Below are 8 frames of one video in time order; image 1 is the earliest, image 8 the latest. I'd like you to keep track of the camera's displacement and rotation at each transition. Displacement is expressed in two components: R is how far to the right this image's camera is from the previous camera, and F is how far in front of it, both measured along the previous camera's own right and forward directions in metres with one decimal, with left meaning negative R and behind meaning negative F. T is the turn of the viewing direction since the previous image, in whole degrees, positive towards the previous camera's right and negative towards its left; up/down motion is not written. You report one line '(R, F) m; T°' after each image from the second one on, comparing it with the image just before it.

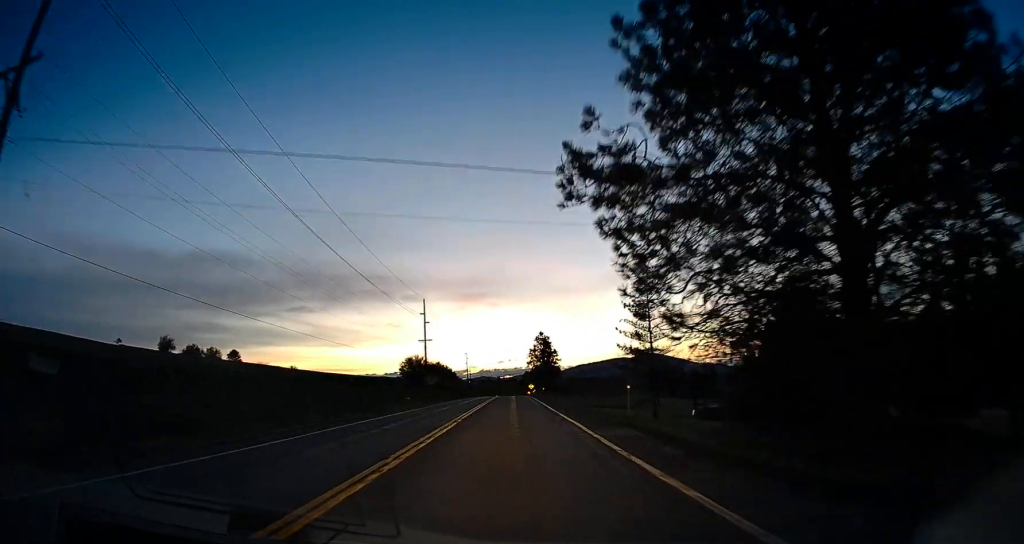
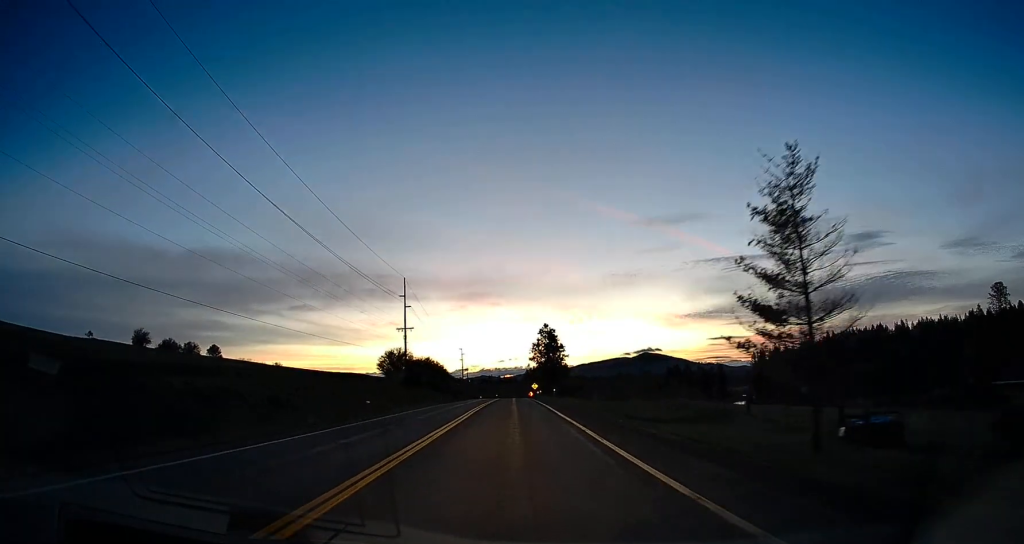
(+0.1, +23.1) m; 0°
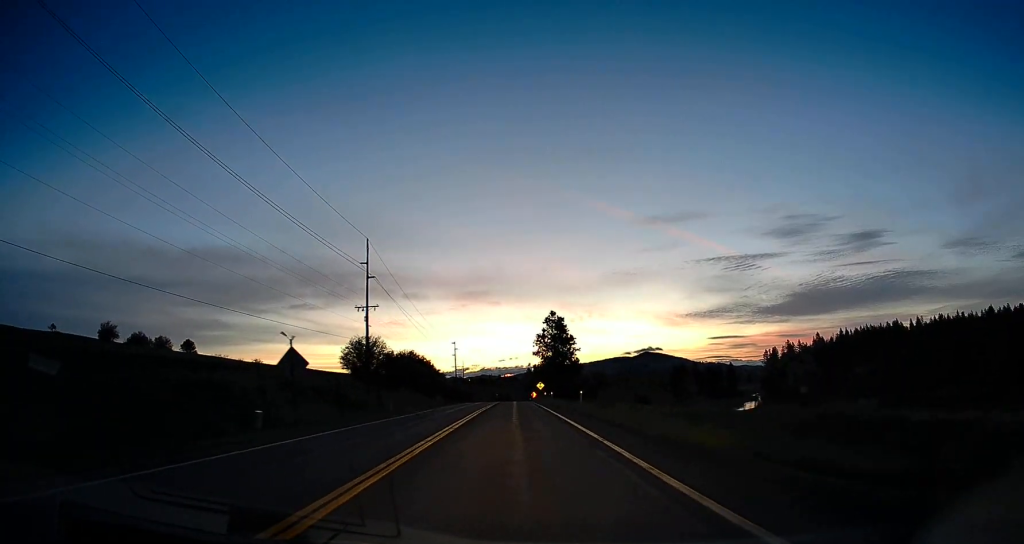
(+0.4, +26.2) m; 0°
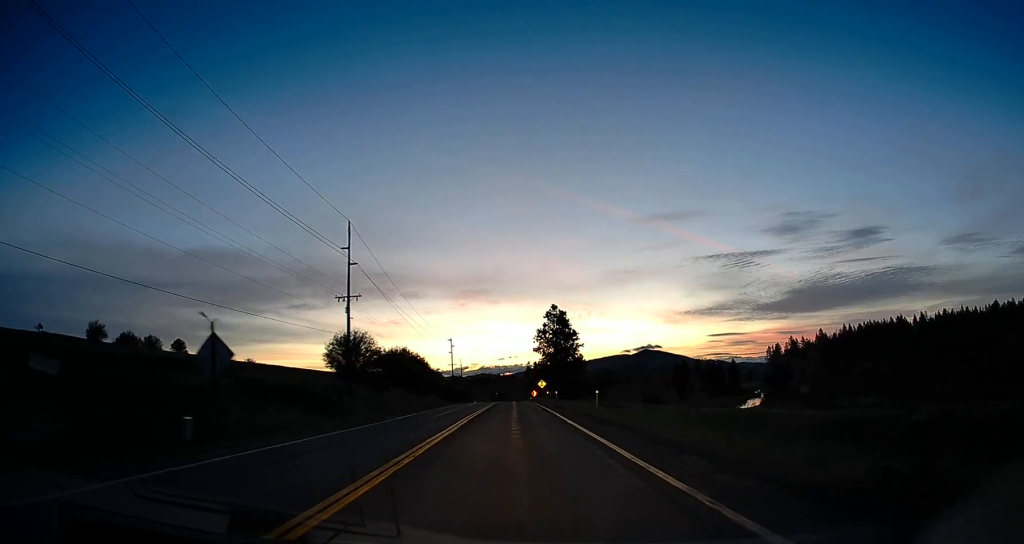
(-0.2, +7.9) m; -1°
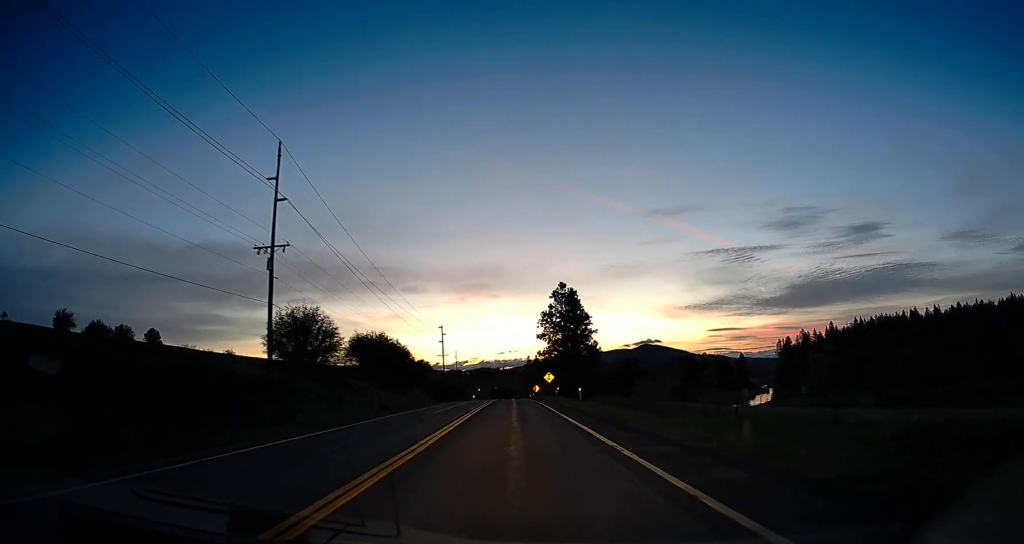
(-0.6, +21.3) m; 0°
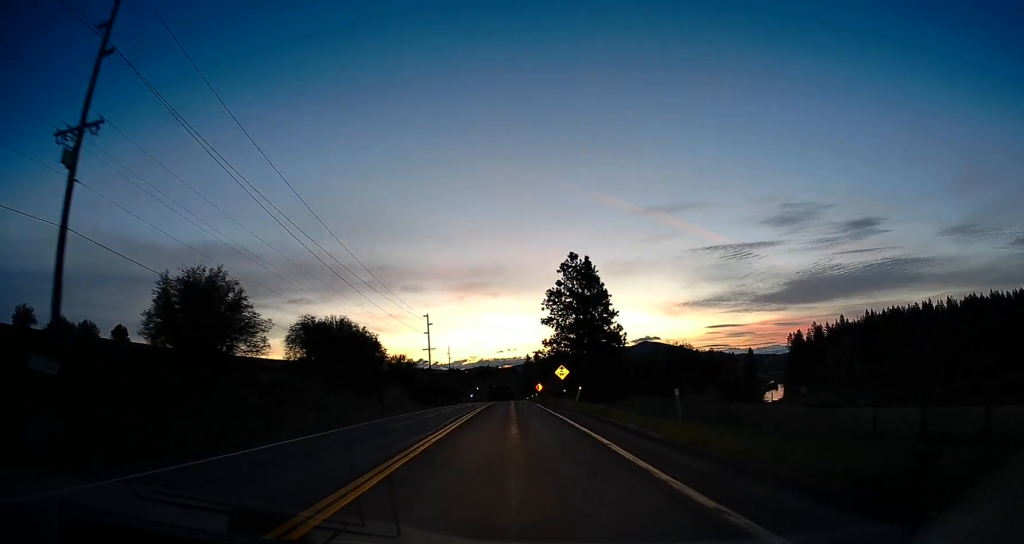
(+0.8, +22.6) m; +2°
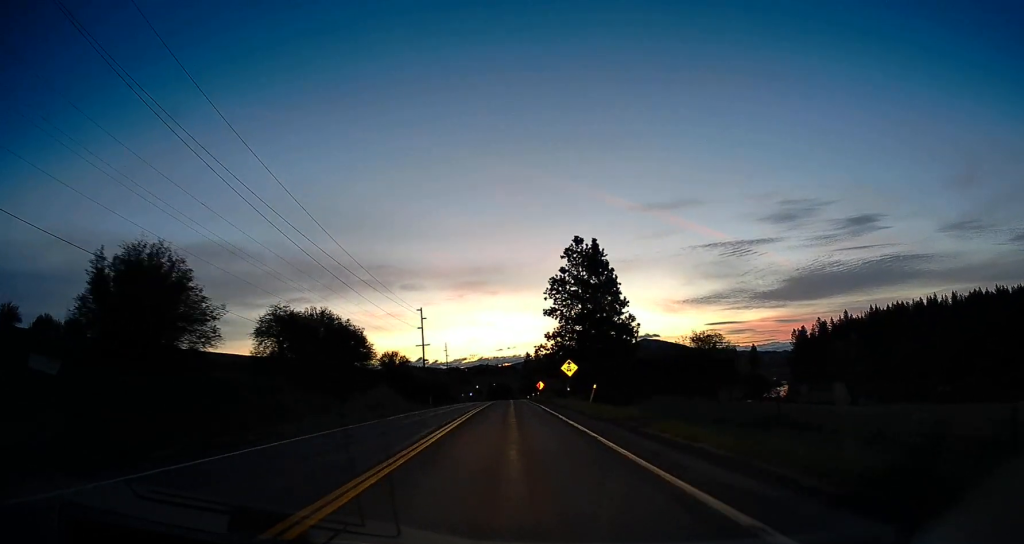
(+0.1, +8.0) m; 0°
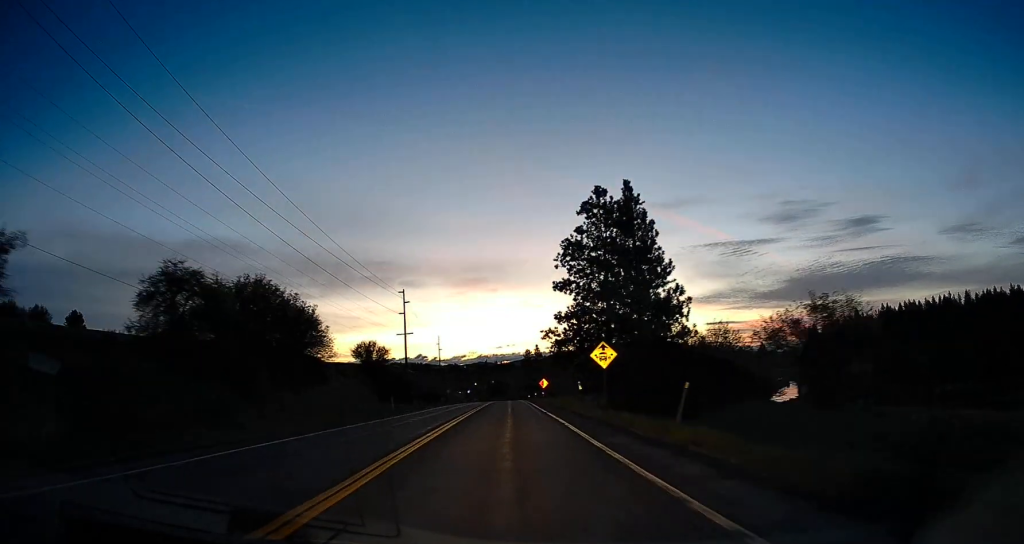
(-0.8, +19.0) m; -3°
